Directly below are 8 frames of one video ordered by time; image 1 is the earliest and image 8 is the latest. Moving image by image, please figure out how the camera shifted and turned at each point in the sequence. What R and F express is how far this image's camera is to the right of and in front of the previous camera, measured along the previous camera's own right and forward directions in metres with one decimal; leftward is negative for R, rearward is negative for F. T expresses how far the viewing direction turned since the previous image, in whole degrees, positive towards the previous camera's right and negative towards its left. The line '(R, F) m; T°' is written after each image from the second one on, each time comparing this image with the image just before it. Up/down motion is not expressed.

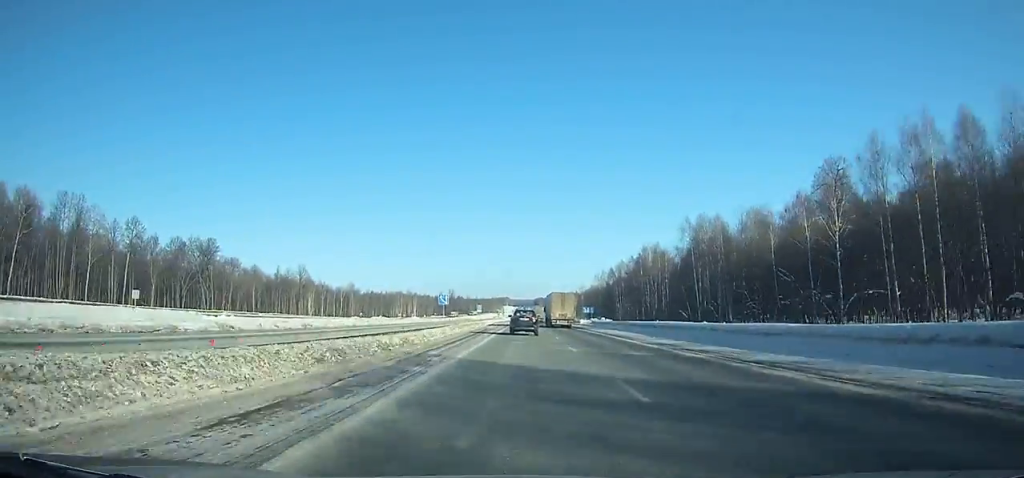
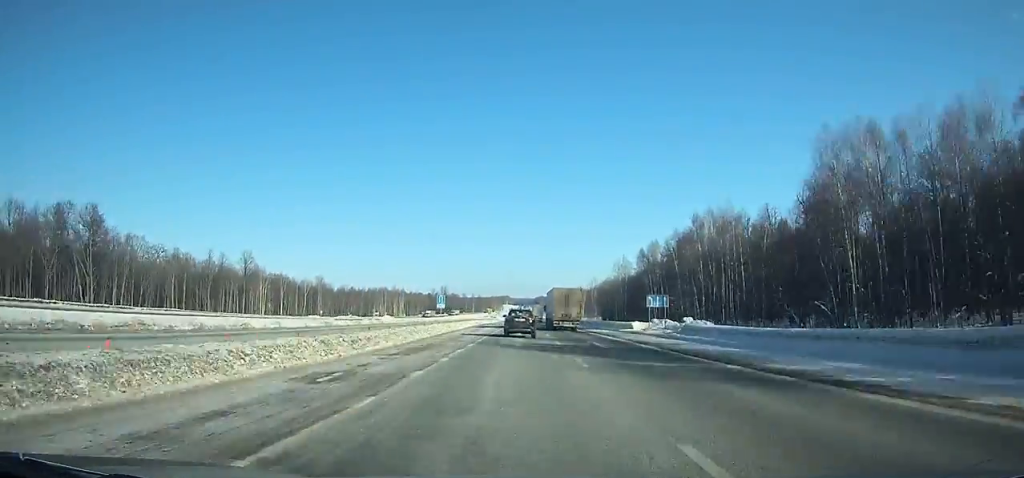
(+0.1, +53.0) m; 0°
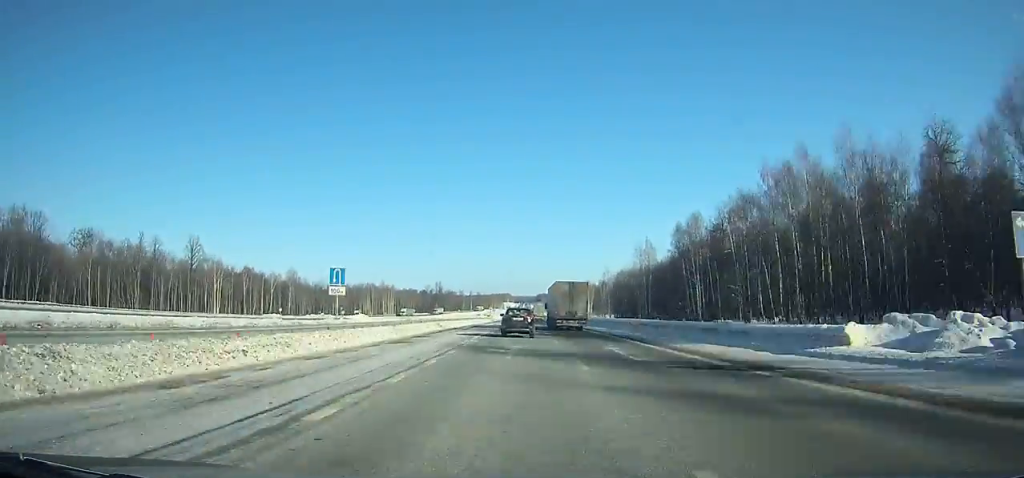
(+0.1, +35.9) m; 0°
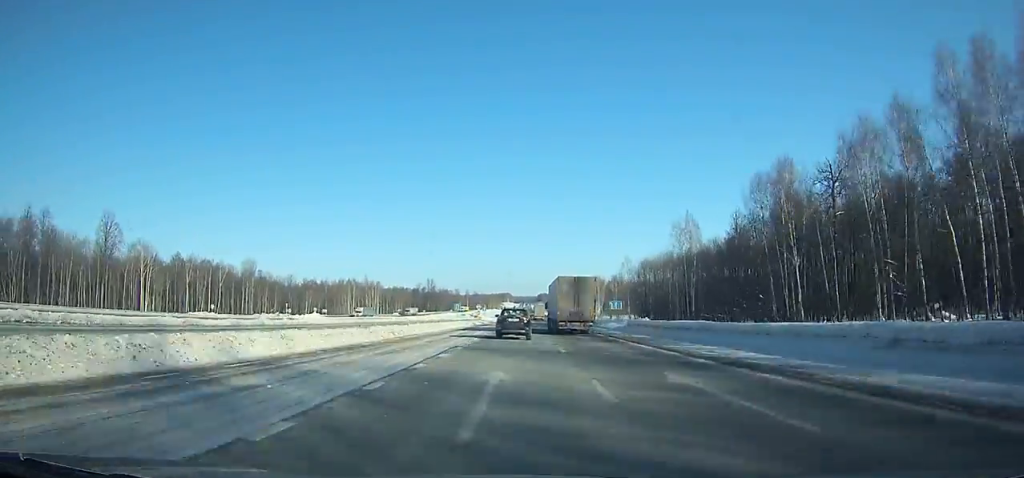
(0.0, +41.0) m; 0°
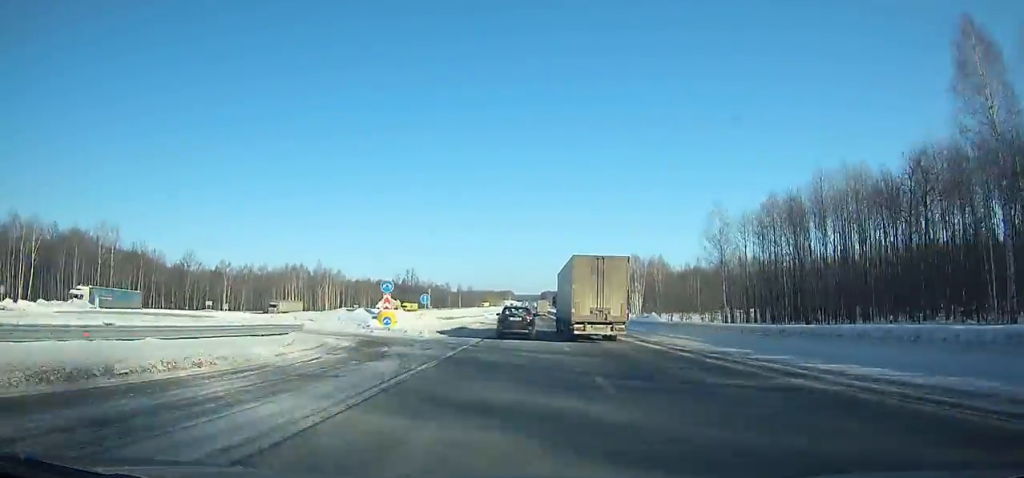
(-0.3, +83.4) m; 0°
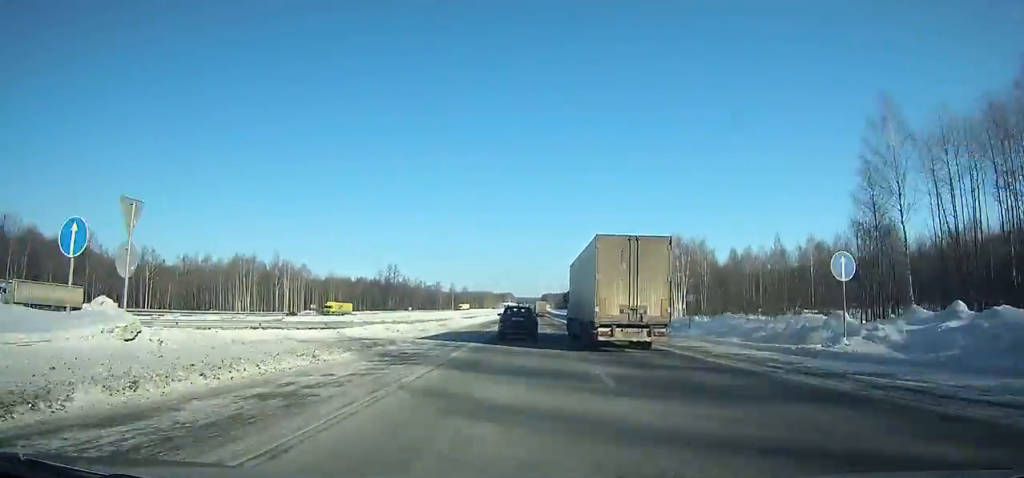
(0.0, +45.1) m; 0°
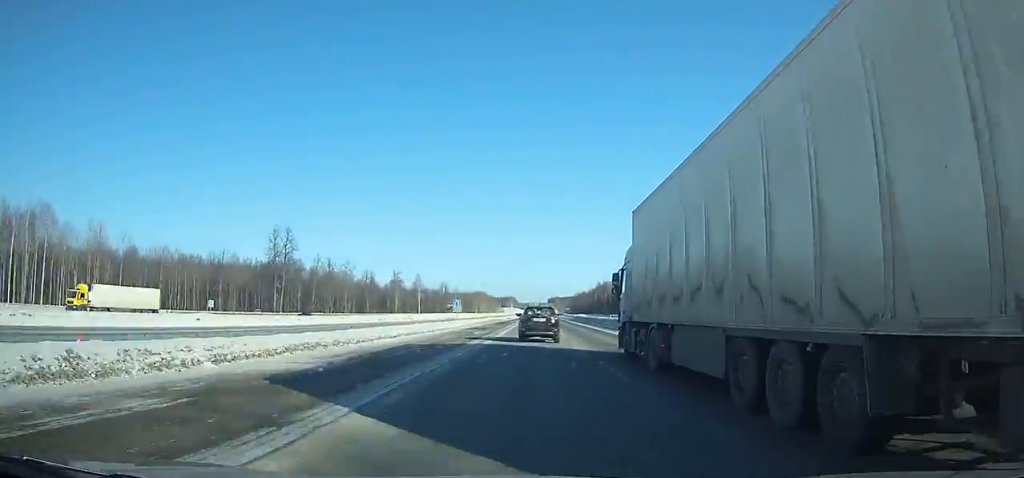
(-0.4, +143.1) m; 0°
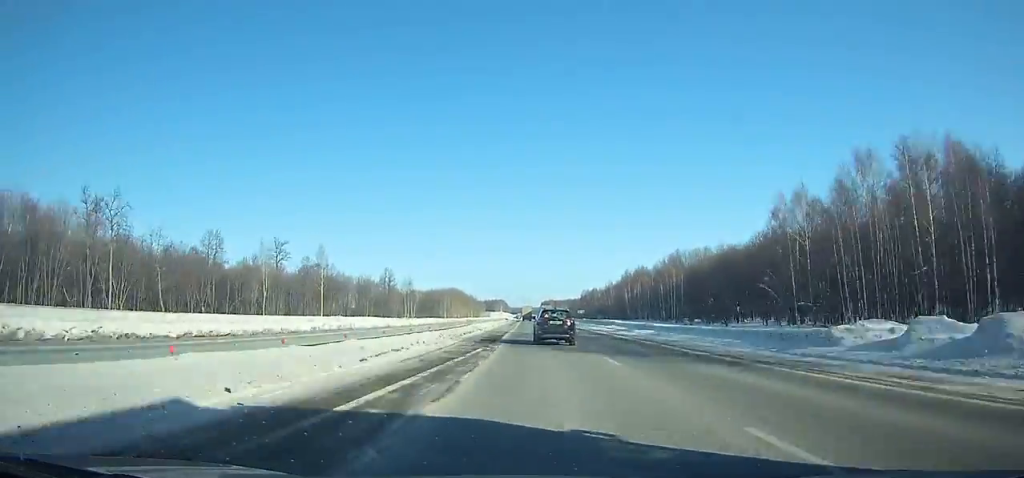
(+0.4, +126.2) m; 0°
